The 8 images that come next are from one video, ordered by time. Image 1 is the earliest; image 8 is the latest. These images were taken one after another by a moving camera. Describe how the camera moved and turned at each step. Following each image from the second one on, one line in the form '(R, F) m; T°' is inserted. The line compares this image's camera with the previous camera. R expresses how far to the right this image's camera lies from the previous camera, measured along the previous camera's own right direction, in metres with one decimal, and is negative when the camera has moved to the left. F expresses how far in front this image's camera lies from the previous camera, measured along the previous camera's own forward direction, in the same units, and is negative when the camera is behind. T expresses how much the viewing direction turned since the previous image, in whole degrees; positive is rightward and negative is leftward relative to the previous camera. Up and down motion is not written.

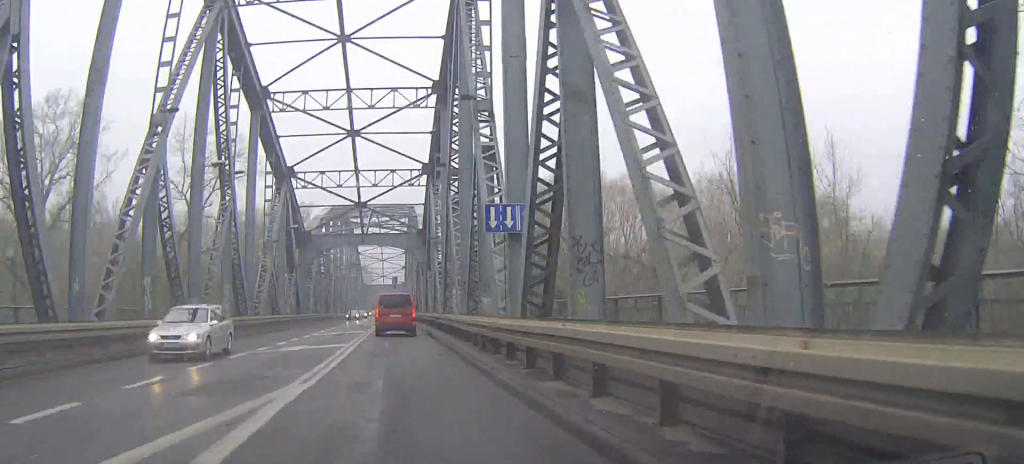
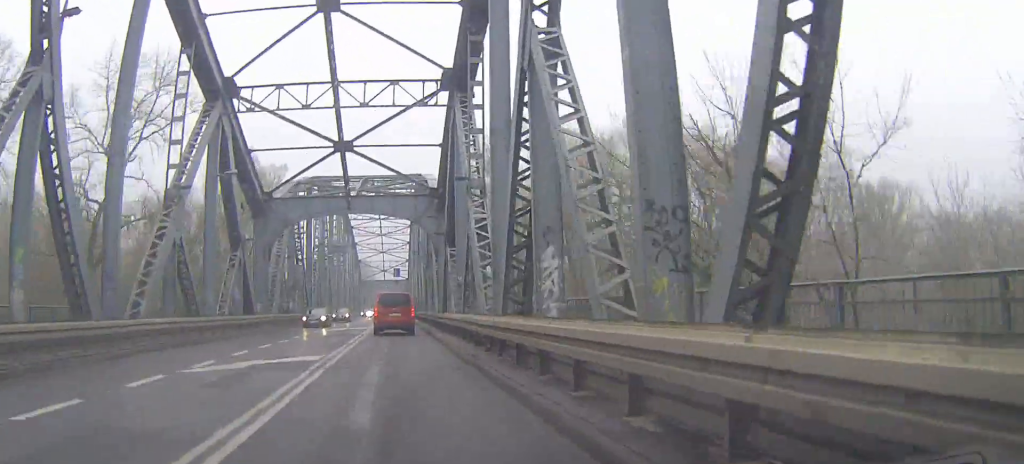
(+0.1, +22.9) m; 0°
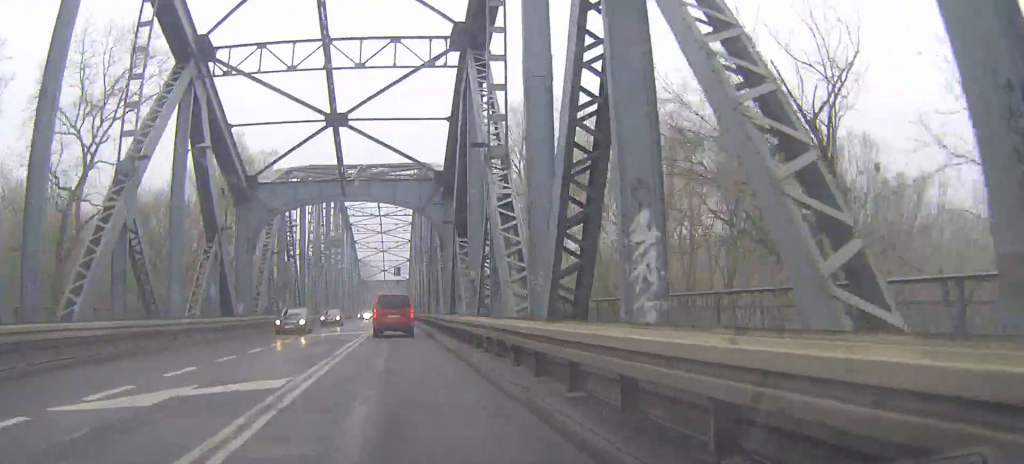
(+0.1, +5.9) m; 0°
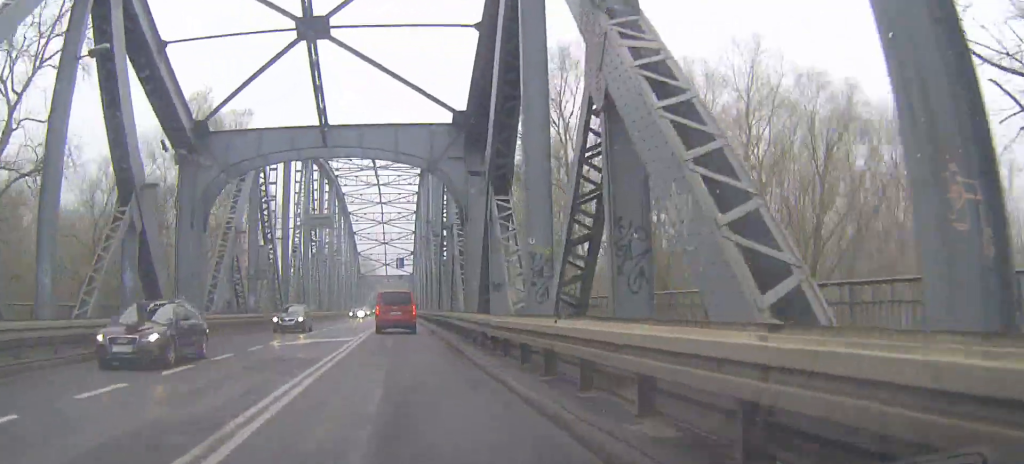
(-0.2, +12.0) m; -1°
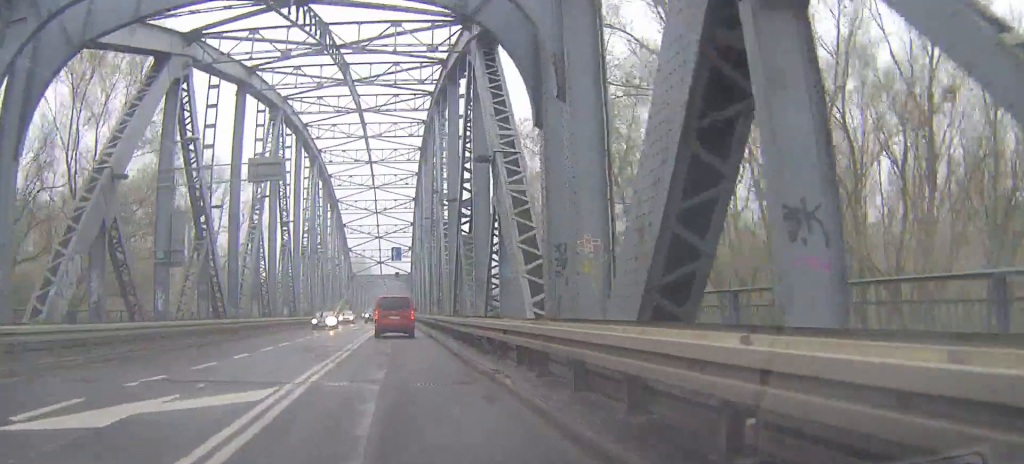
(-0.1, +17.2) m; +1°
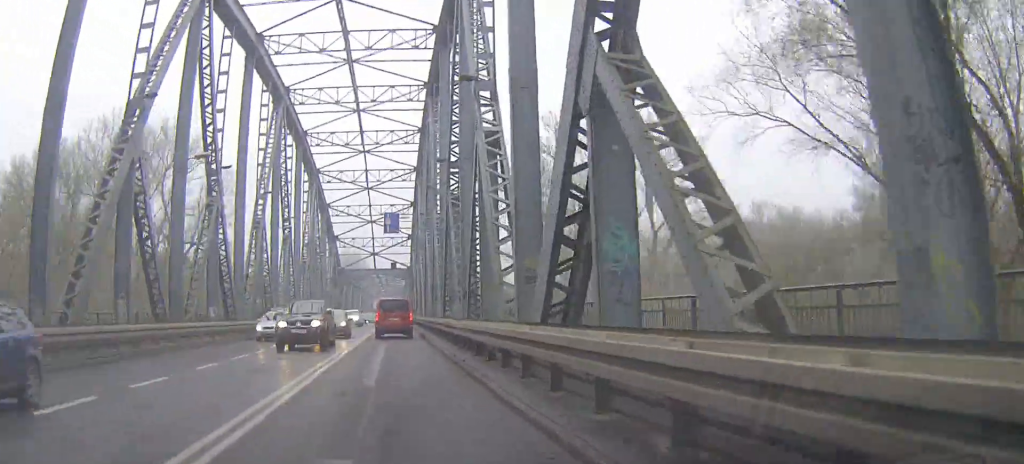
(+0.3, +23.3) m; +1°
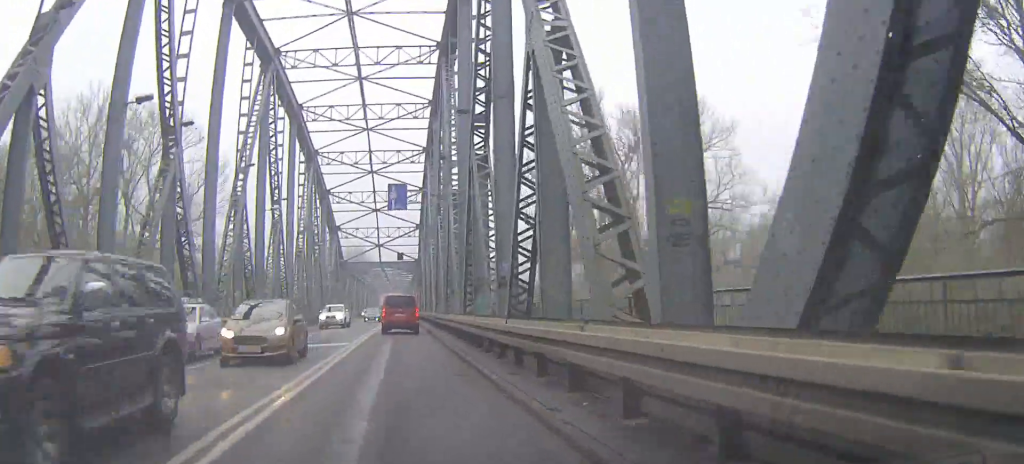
(0.0, +8.5) m; +1°
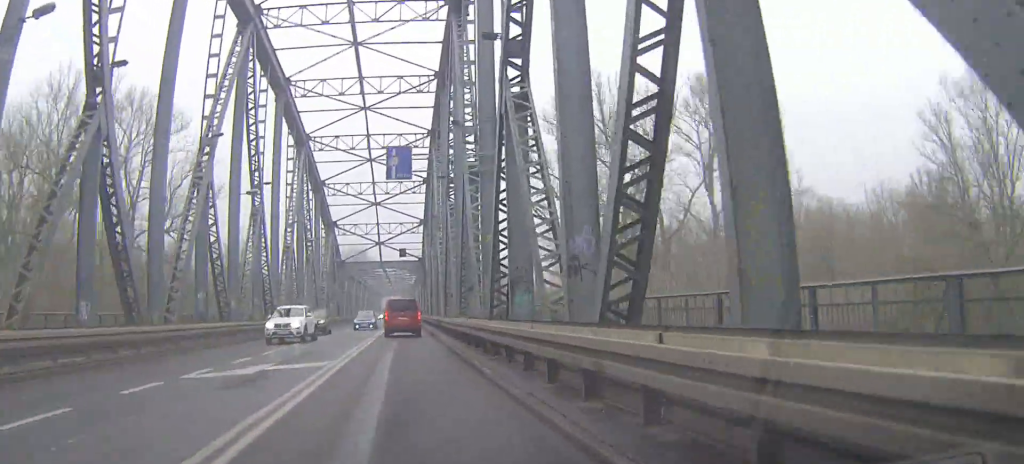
(+0.1, +8.4) m; 0°
